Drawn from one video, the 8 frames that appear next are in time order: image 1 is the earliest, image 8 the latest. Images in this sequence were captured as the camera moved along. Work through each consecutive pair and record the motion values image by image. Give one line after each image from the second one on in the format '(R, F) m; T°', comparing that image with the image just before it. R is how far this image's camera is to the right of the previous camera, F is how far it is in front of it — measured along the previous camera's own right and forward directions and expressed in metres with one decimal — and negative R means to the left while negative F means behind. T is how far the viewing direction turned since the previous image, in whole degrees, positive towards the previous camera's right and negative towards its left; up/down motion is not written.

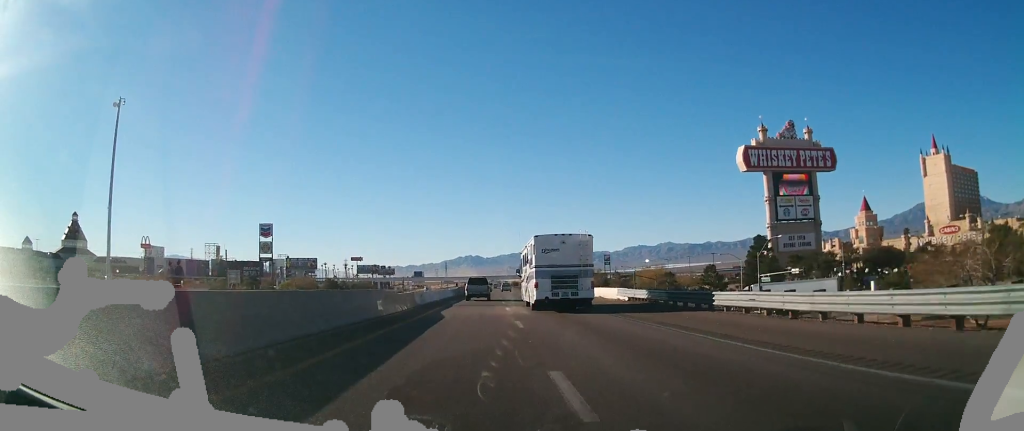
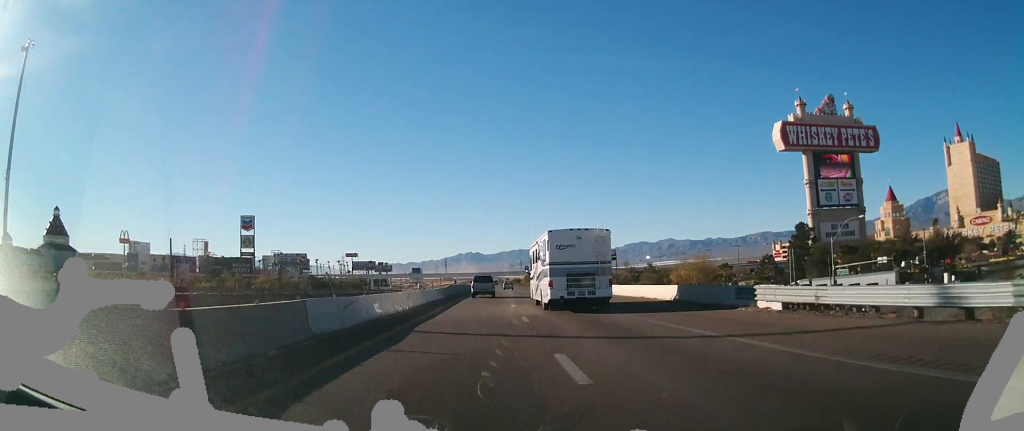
(+0.1, +22.3) m; 0°
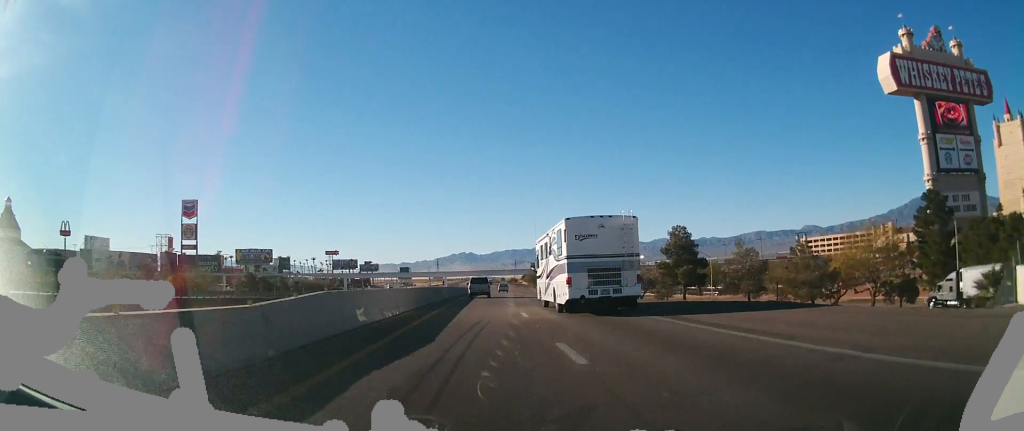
(-0.3, +47.2) m; 0°
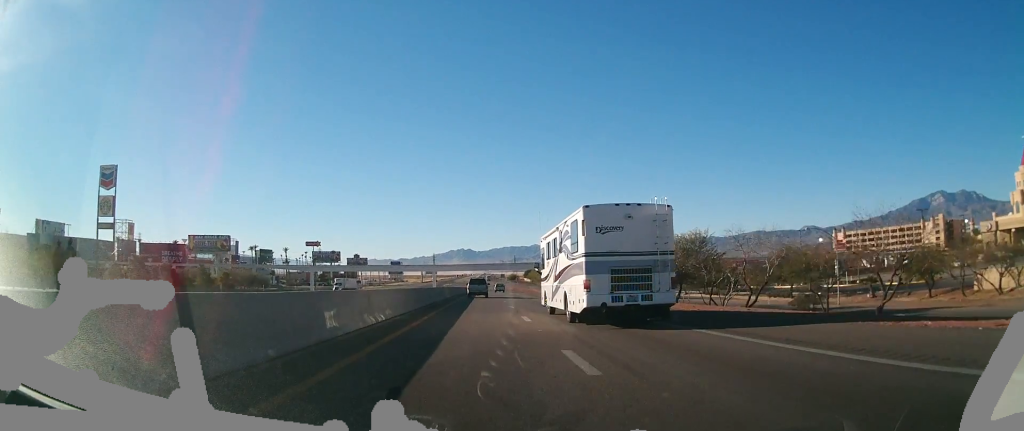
(+0.2, +49.5) m; +1°
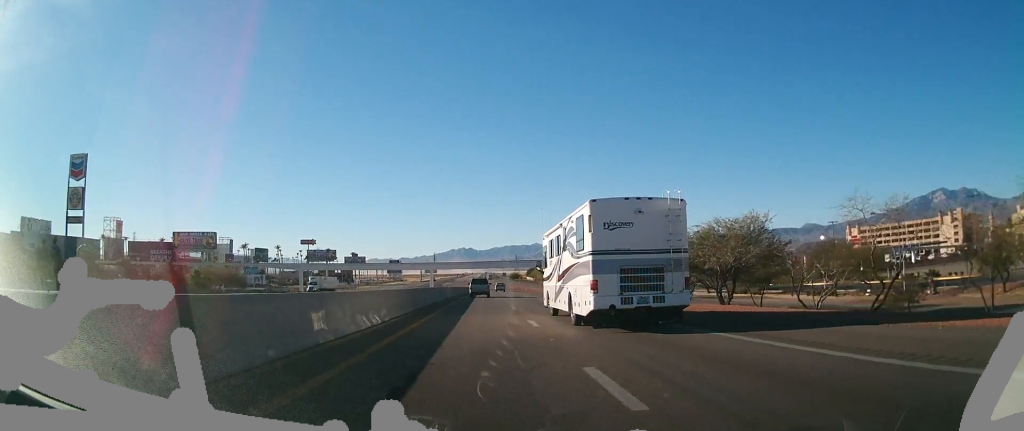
(+0.1, +14.7) m; 0°
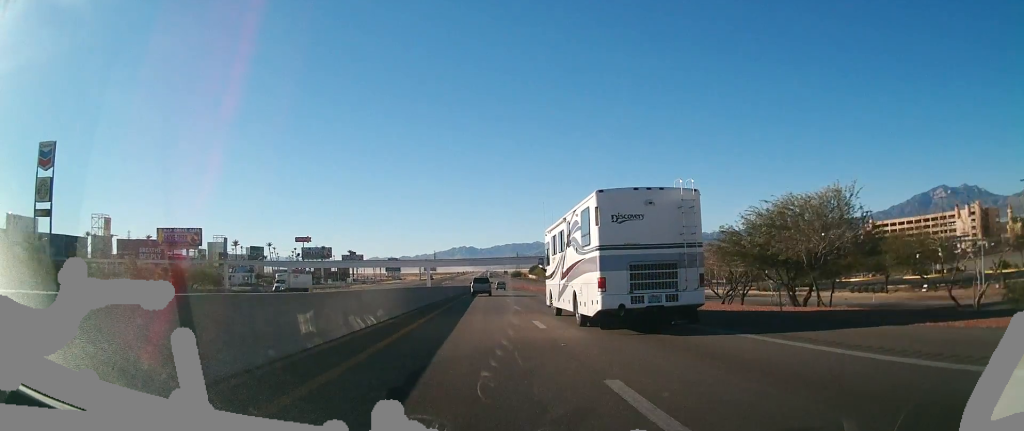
(+0.1, +13.5) m; 0°
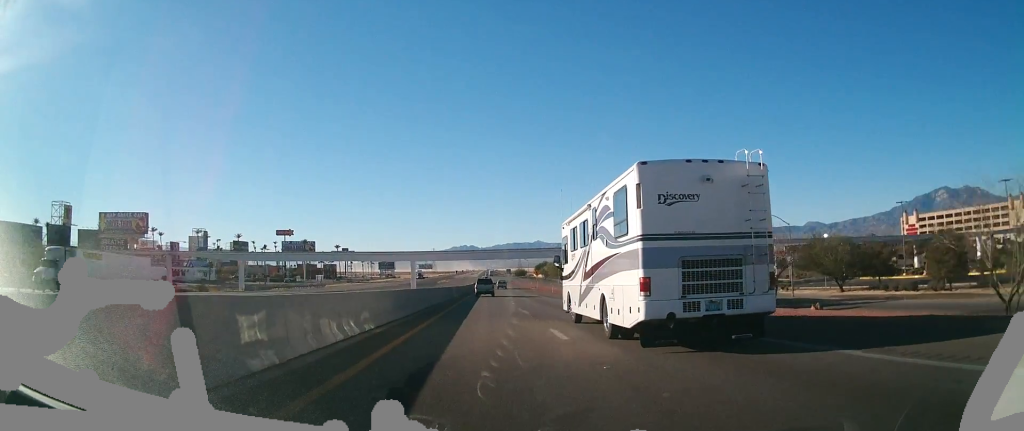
(-0.3, +39.7) m; 0°
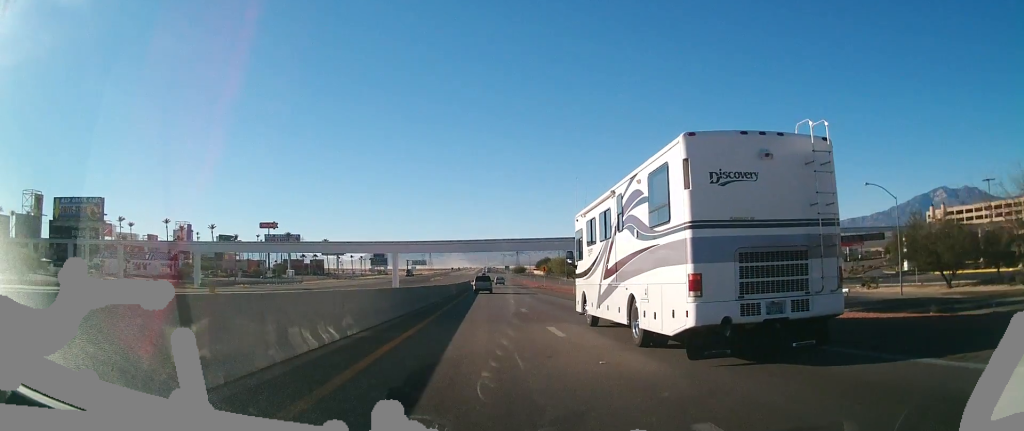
(+0.2, +23.9) m; 0°
